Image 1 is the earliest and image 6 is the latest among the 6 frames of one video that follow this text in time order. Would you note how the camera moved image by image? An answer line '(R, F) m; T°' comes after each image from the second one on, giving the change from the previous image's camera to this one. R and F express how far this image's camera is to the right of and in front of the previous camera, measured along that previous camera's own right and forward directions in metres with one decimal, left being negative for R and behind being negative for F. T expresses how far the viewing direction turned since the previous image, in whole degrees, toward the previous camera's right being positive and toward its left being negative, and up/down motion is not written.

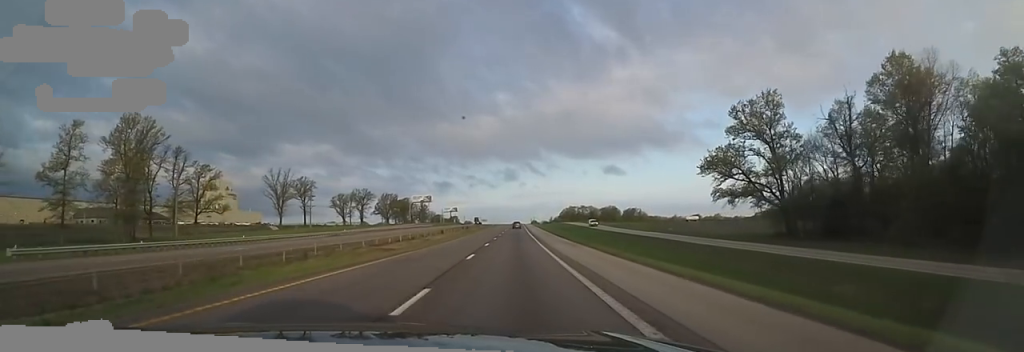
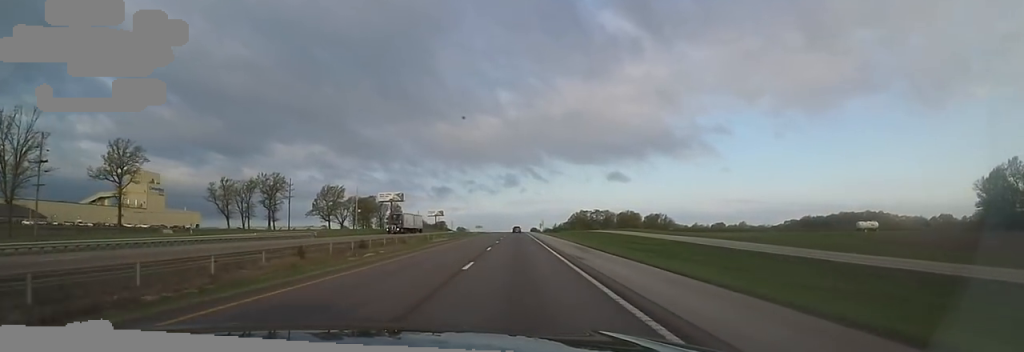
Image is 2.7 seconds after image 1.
(+1.9, +90.5) m; +2°
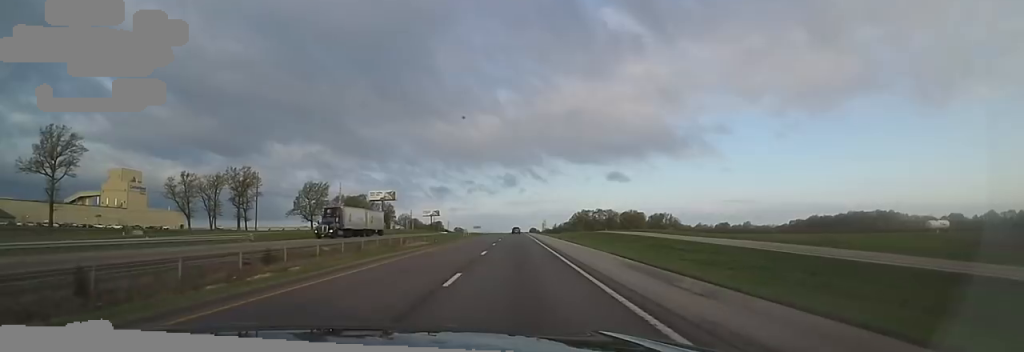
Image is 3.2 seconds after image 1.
(-0.1, +17.3) m; 0°
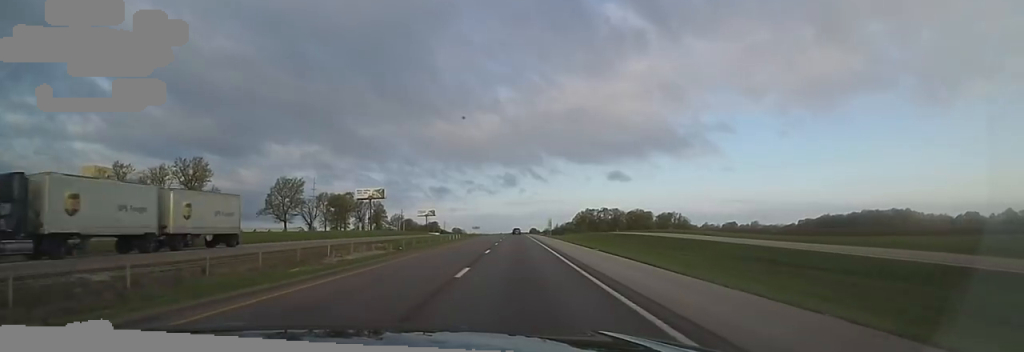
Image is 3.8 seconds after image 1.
(-0.1, +23.1) m; 0°
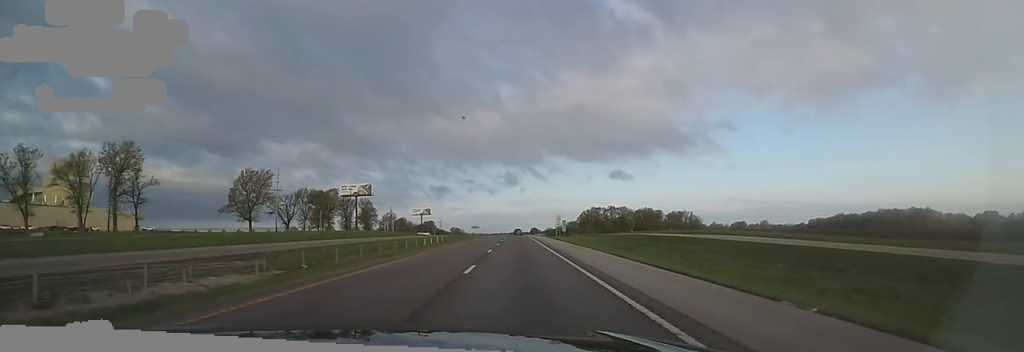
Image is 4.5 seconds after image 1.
(+0.1, +23.9) m; 0°
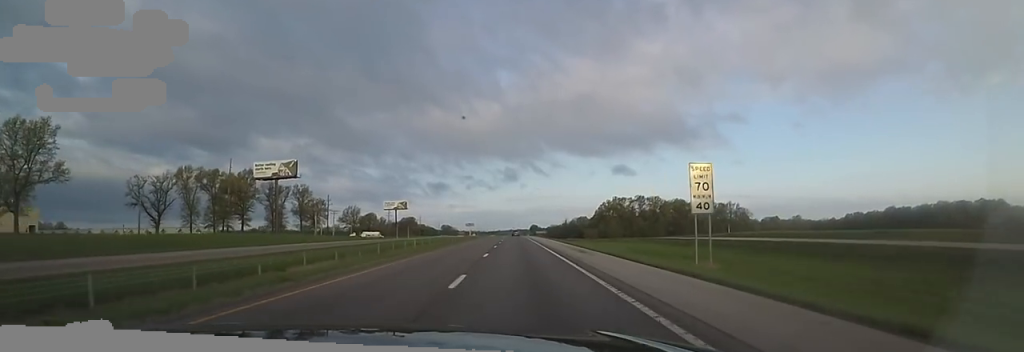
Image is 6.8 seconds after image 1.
(0.0, +76.6) m; -2°
